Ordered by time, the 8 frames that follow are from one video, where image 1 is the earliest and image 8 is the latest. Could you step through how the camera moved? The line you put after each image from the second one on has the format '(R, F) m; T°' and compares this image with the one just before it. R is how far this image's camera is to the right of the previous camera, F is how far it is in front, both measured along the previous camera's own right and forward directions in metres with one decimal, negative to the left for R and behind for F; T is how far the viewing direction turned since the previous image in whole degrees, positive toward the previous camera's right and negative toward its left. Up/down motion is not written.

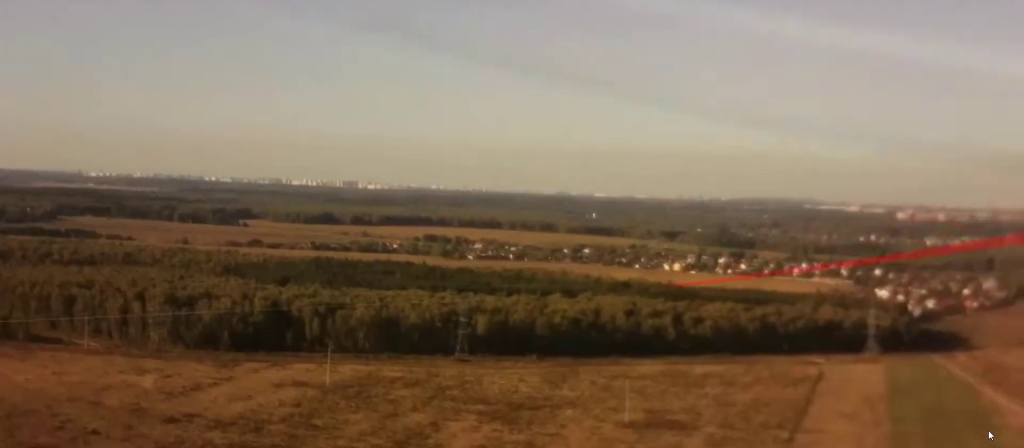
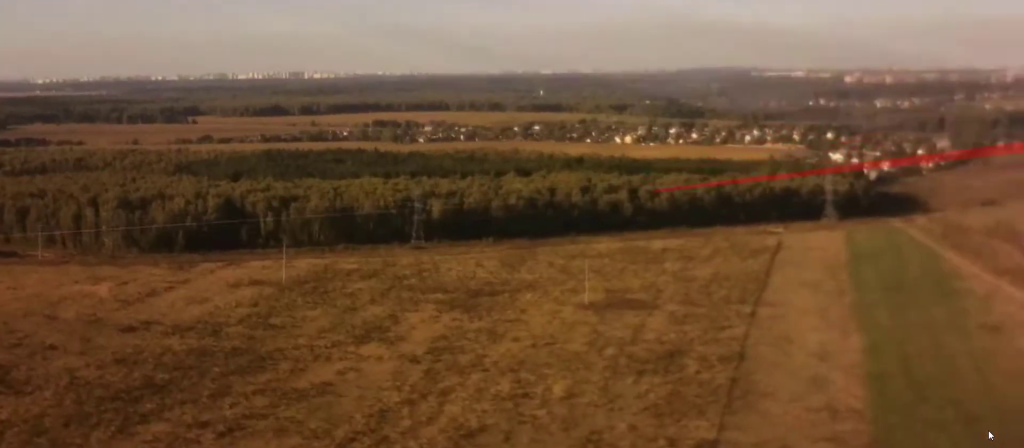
(+0.2, +8.6) m; +3°
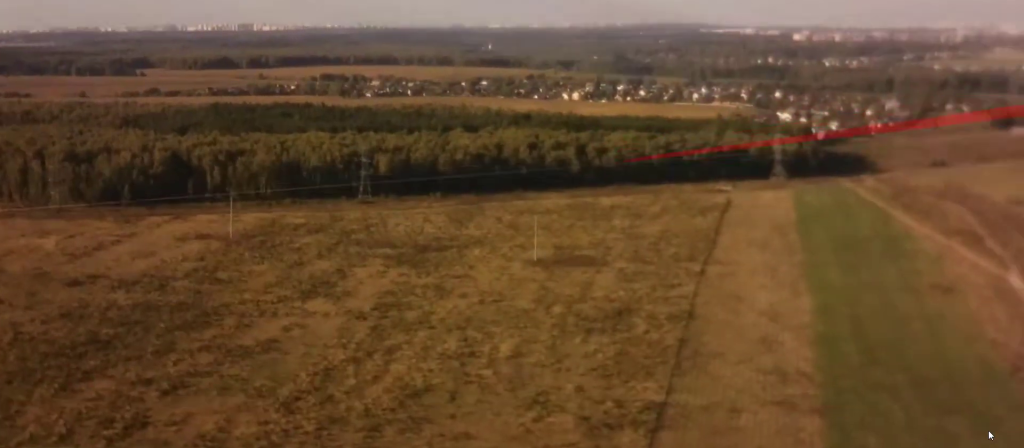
(-0.1, +5.5) m; +2°
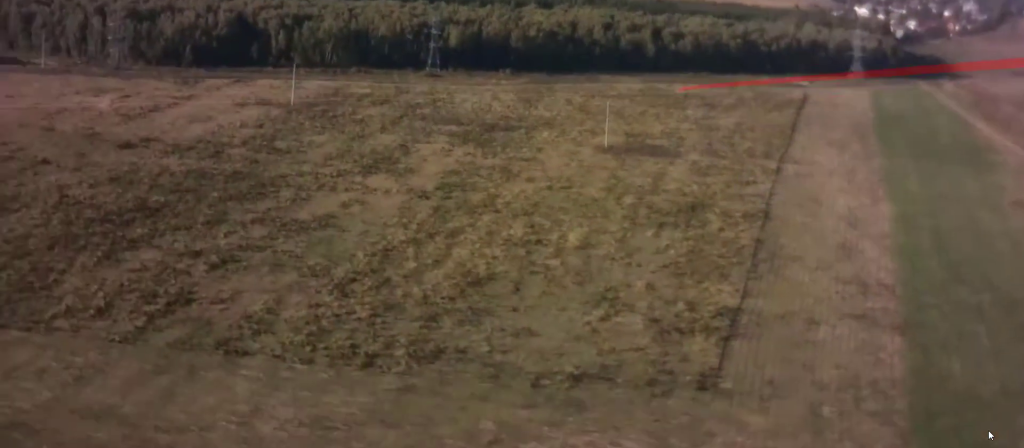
(+0.8, +22.6) m; +1°
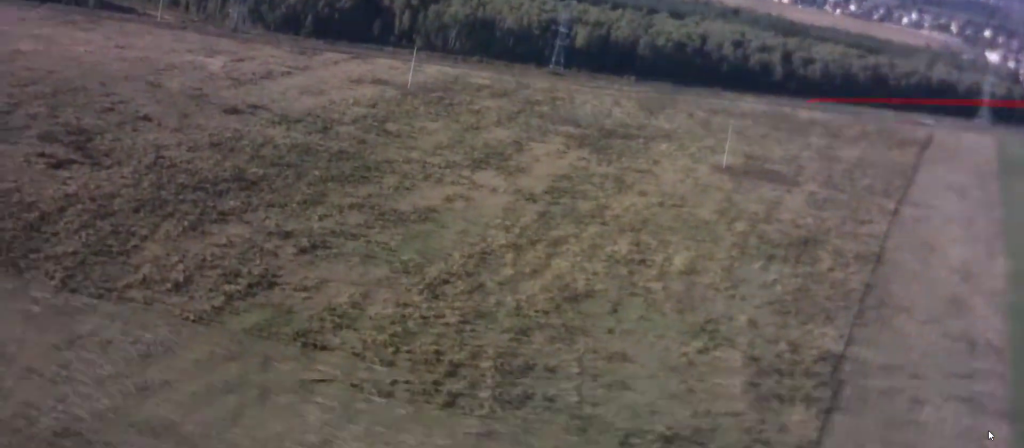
(-0.2, +14.7) m; -2°
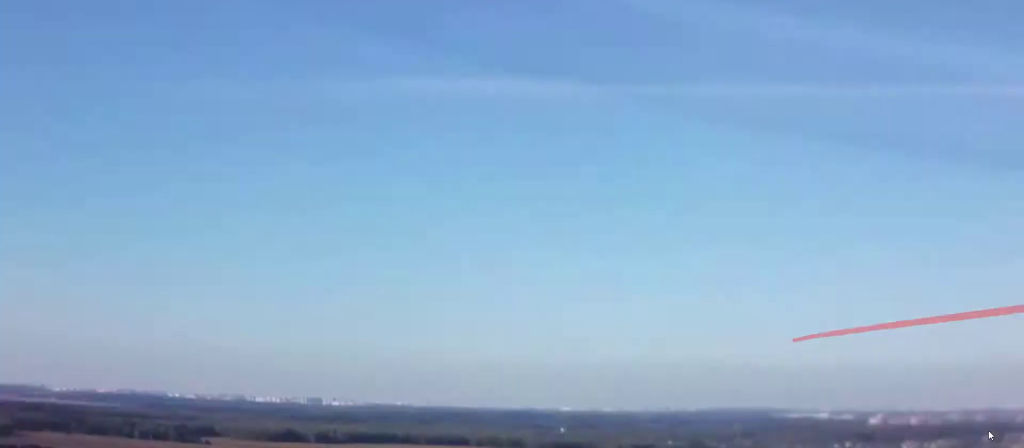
(-0.3, +14.6) m; +1°
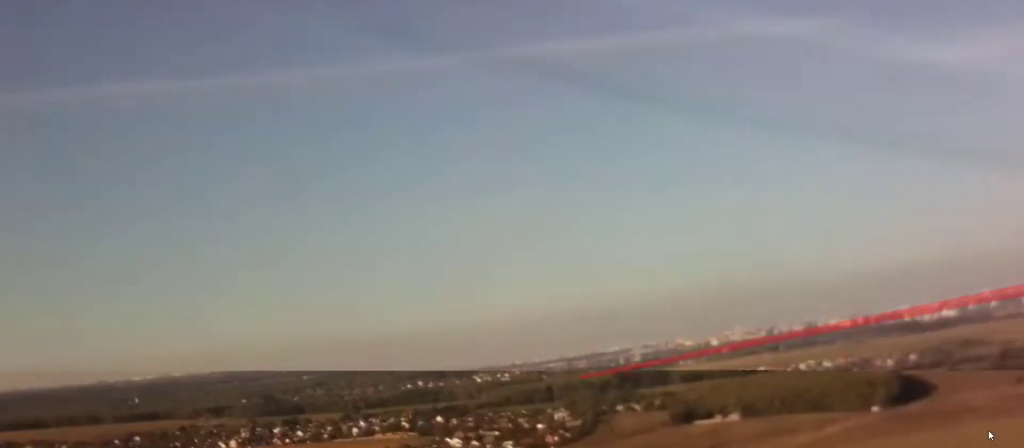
(+1.4, +21.2) m; +10°
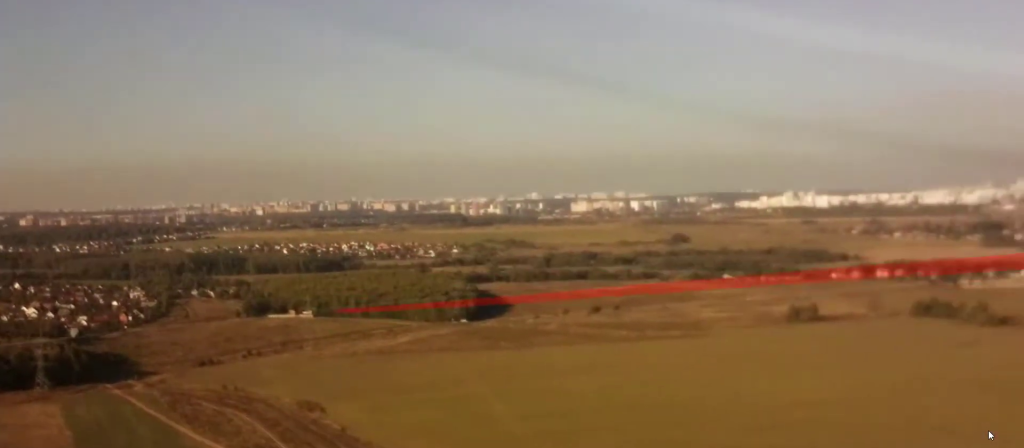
(+2.1, +18.9) m; +15°
